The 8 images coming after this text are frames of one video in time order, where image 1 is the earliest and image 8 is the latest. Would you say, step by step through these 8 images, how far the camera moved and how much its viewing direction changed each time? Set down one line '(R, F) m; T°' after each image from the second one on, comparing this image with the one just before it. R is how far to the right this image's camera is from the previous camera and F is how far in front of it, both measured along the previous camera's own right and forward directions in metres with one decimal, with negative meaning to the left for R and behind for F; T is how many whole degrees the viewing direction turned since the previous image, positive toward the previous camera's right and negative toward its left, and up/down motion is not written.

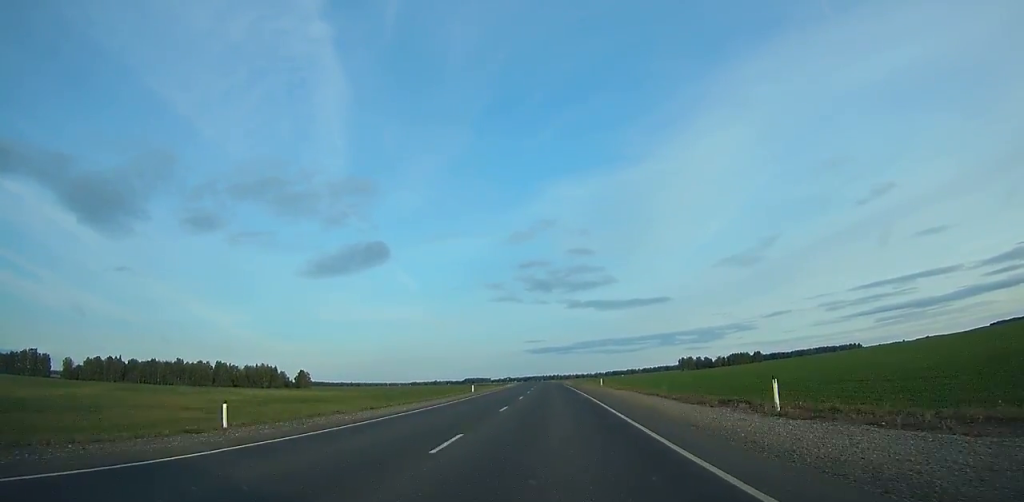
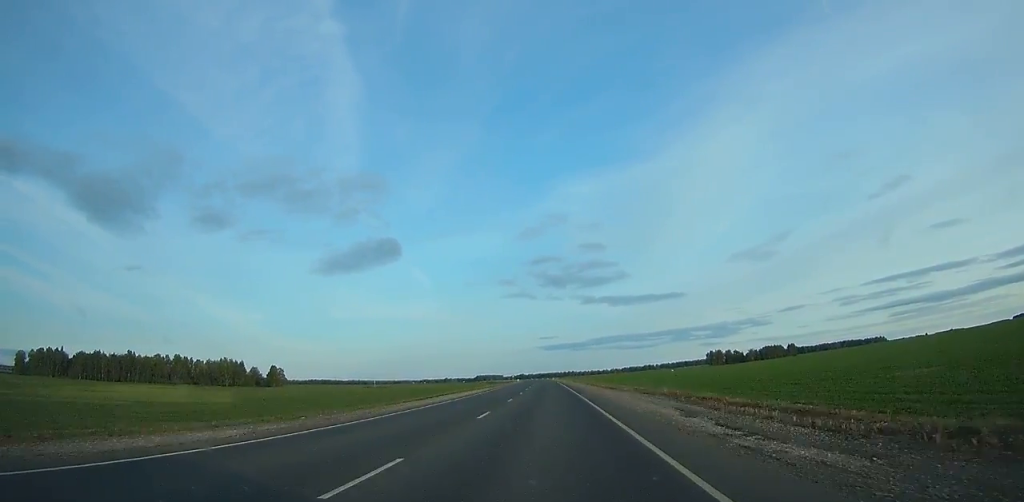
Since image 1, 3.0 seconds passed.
(-0.1, +80.2) m; -1°
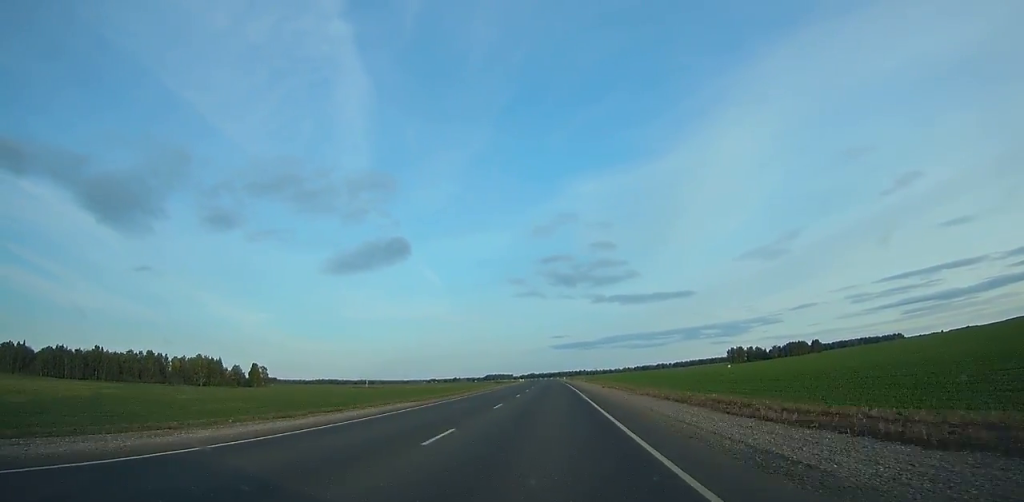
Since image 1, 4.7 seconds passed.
(-0.4, +46.9) m; -1°
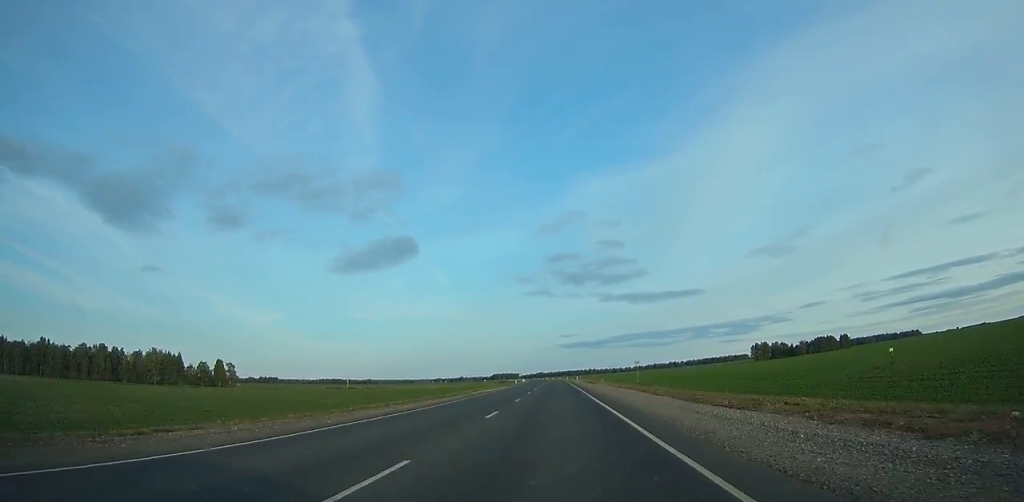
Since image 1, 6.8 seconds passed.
(-0.6, +58.5) m; -1°
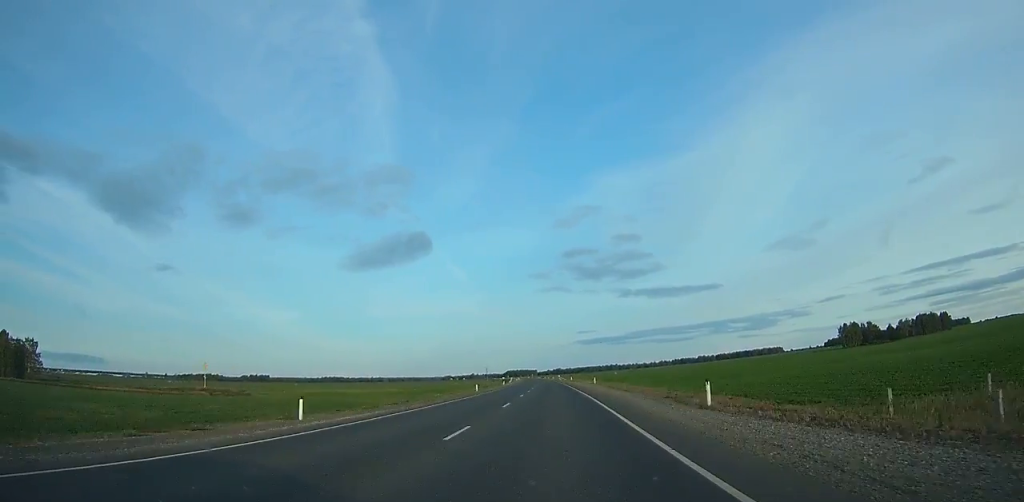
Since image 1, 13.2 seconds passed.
(-2.4, +170.5) m; -2°
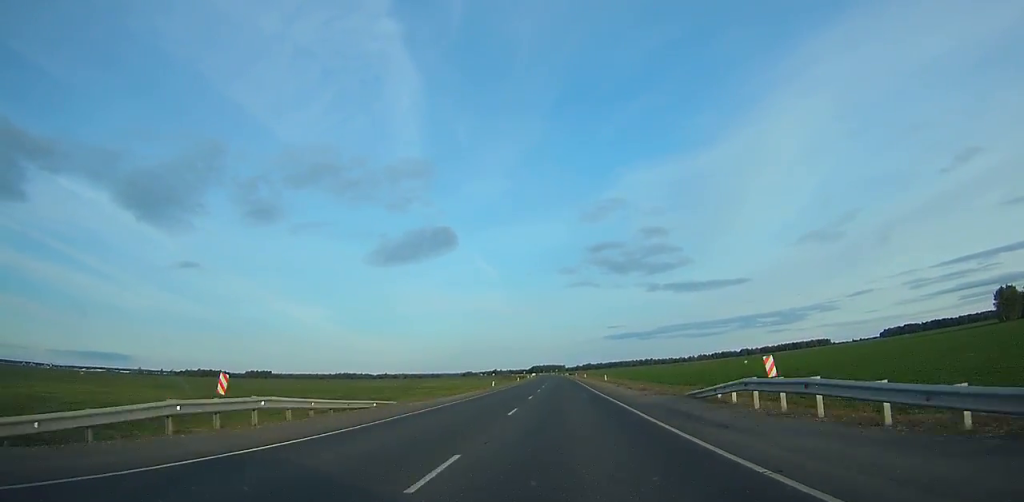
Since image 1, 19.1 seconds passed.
(-4.4, +149.7) m; -3°
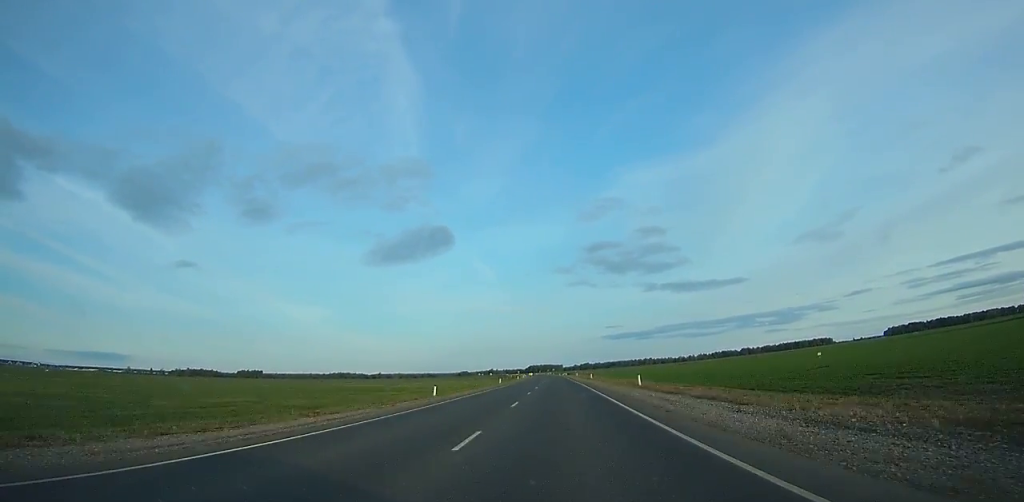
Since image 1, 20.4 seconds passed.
(0.0, +32.2) m; 0°
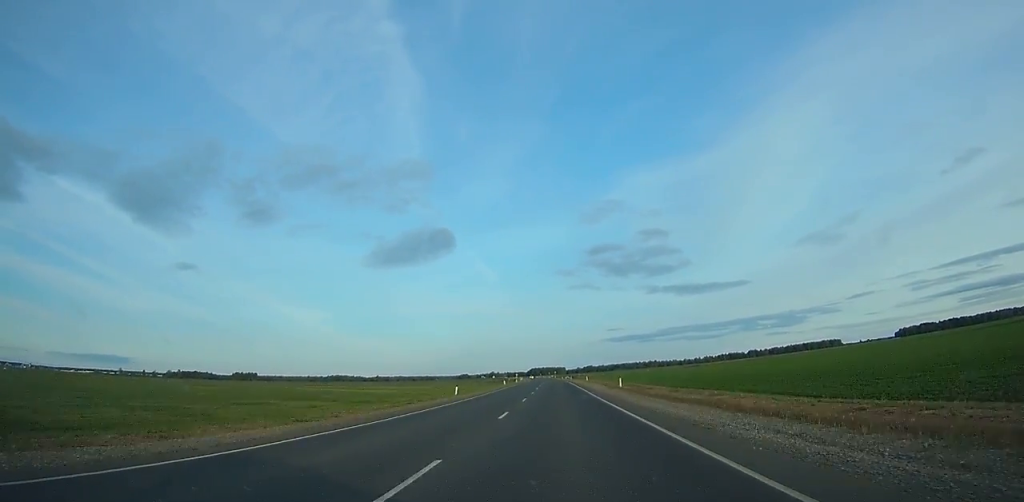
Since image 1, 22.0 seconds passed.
(0.0, +39.5) m; 0°
